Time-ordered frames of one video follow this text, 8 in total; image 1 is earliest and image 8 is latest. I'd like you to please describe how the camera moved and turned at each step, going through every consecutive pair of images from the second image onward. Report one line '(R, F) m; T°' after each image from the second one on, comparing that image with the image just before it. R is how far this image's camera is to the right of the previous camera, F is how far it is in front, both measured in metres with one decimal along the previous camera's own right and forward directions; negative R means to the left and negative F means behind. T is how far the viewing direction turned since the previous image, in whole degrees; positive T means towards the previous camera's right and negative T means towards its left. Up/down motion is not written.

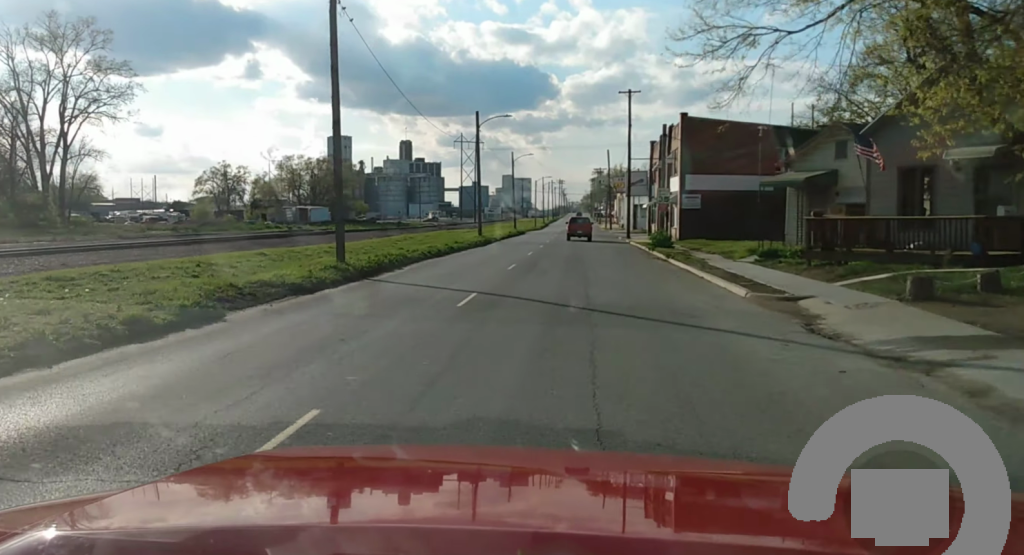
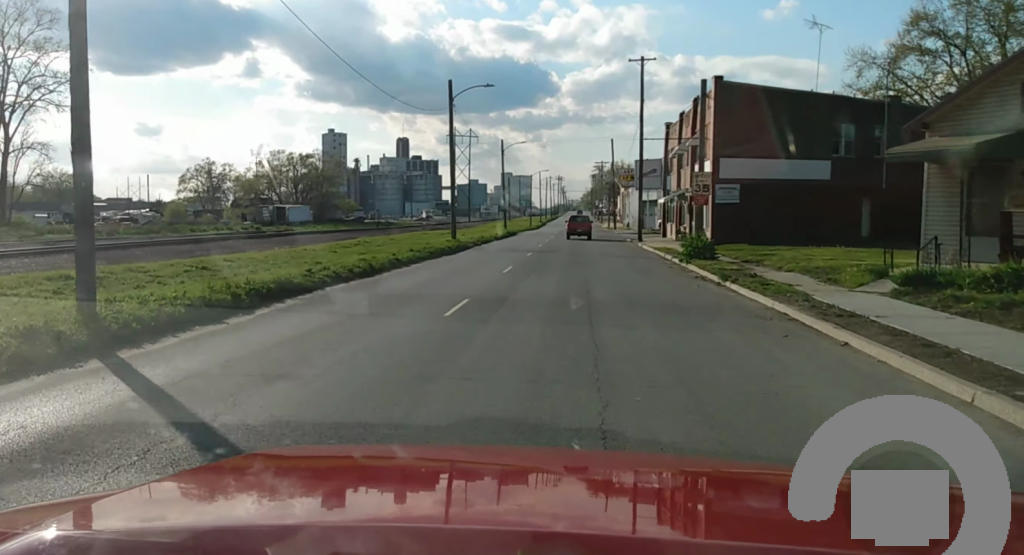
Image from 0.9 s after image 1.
(-0.2, +14.7) m; 0°
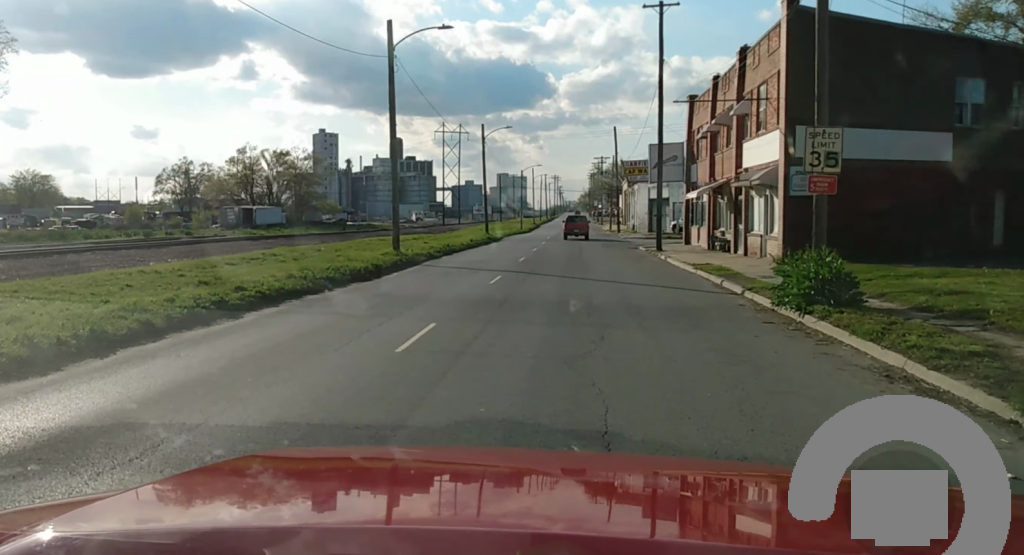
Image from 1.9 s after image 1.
(+0.2, +16.2) m; +1°
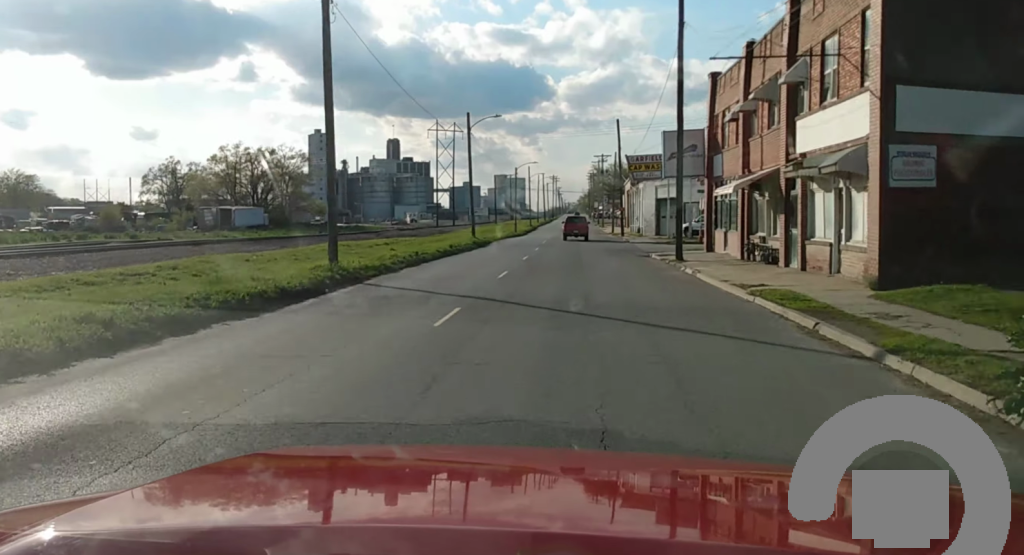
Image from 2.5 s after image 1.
(0.0, +9.4) m; 0°
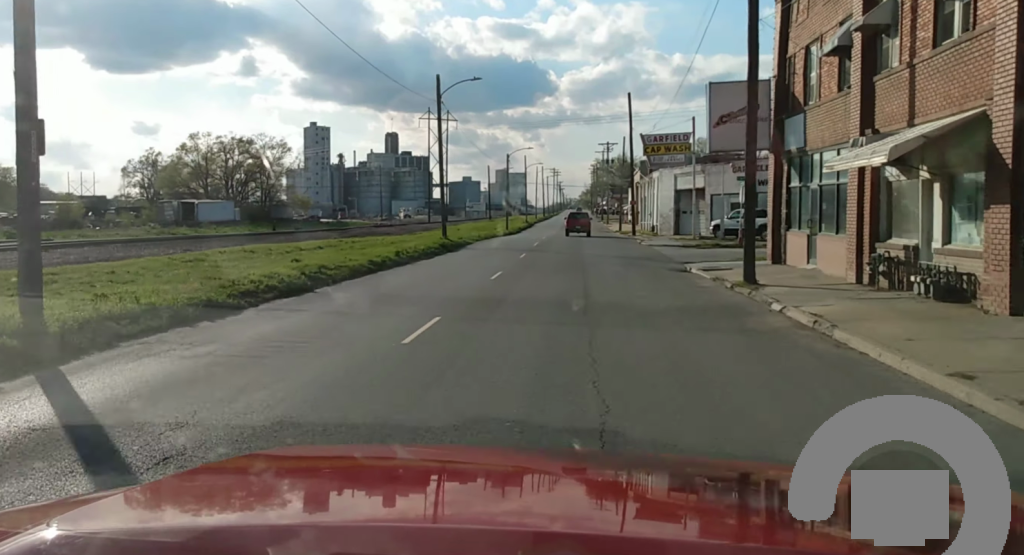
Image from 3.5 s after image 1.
(-0.2, +15.1) m; -1°
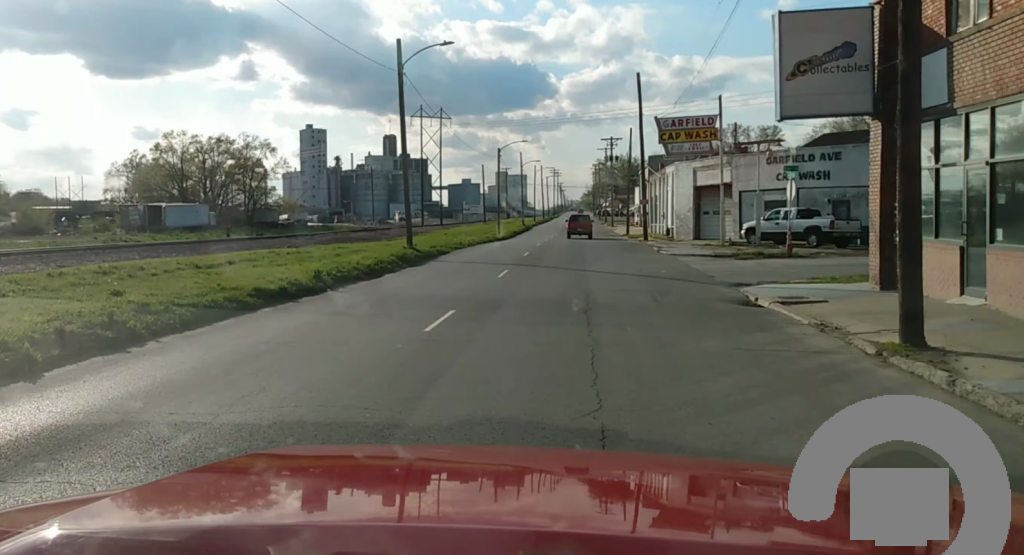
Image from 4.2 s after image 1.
(0.0, +11.2) m; +1°
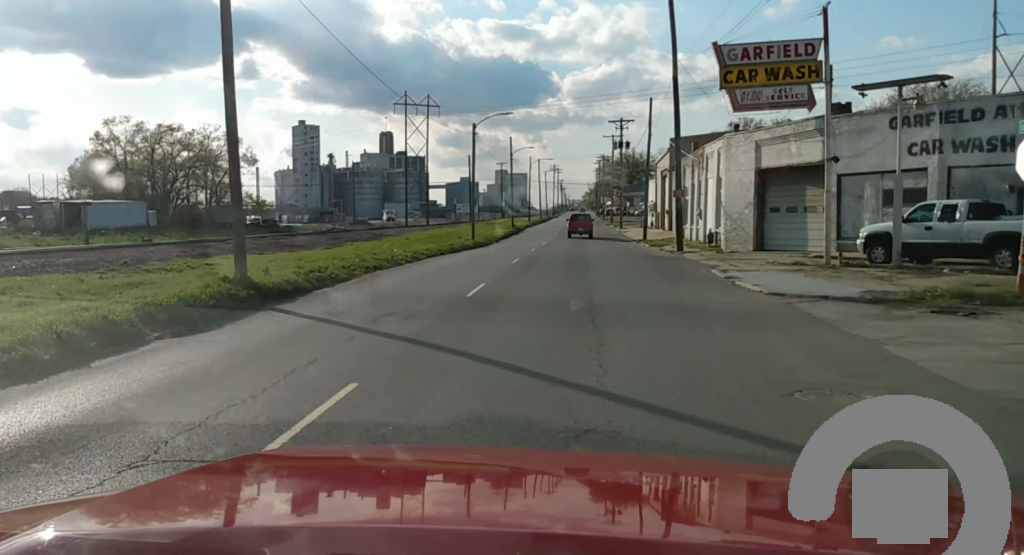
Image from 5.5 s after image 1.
(+0.2, +18.9) m; +1°
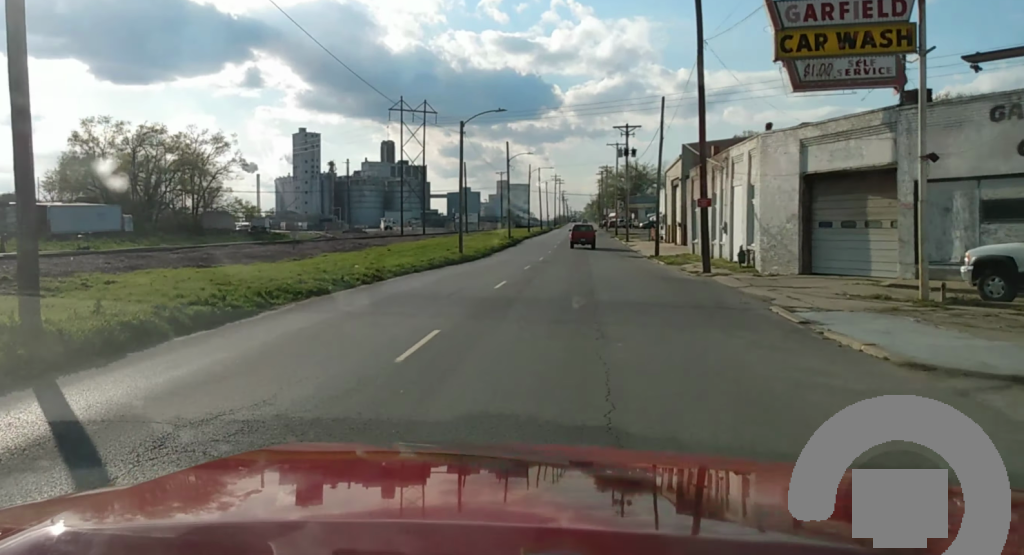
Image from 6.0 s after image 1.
(0.0, +7.3) m; -1°
